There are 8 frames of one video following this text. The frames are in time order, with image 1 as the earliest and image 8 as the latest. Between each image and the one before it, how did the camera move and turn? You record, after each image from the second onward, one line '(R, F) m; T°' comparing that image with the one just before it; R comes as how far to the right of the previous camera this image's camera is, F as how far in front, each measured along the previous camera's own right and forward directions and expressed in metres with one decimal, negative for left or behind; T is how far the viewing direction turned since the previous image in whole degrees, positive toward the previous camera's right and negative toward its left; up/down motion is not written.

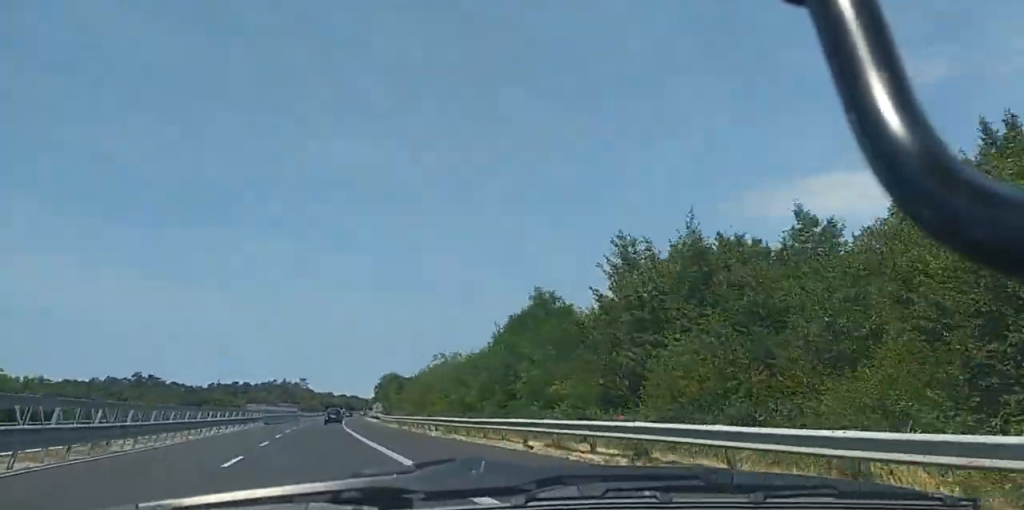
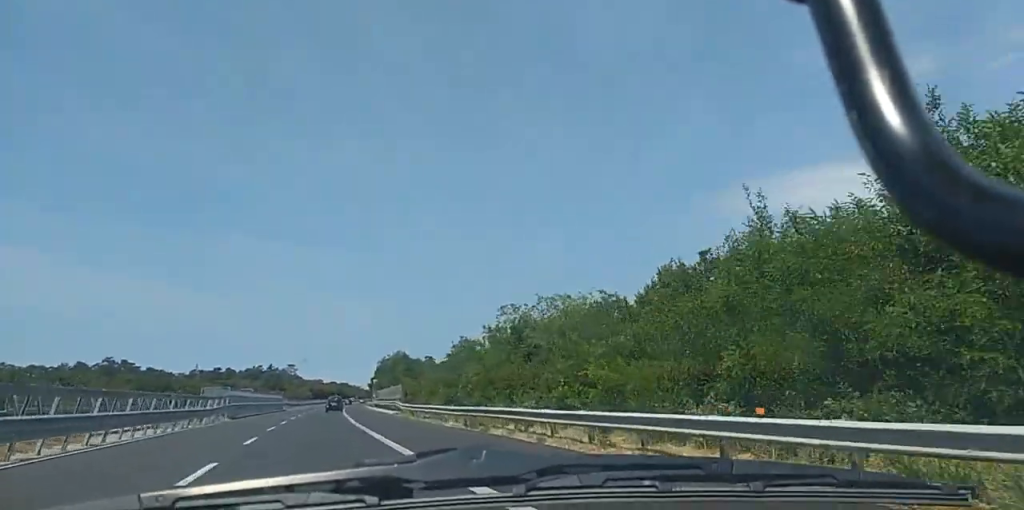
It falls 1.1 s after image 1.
(+0.6, +30.2) m; +3°
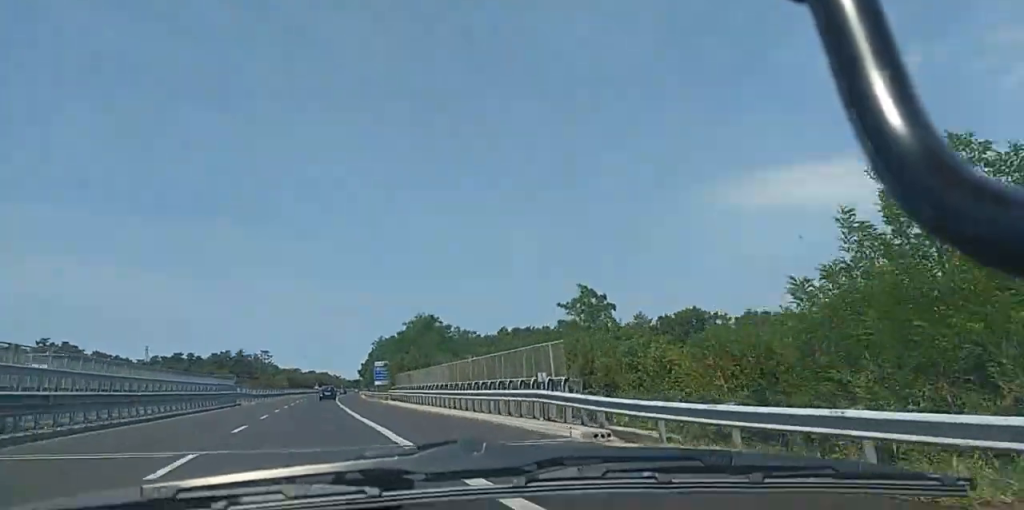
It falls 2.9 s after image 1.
(+0.1, +48.8) m; +1°
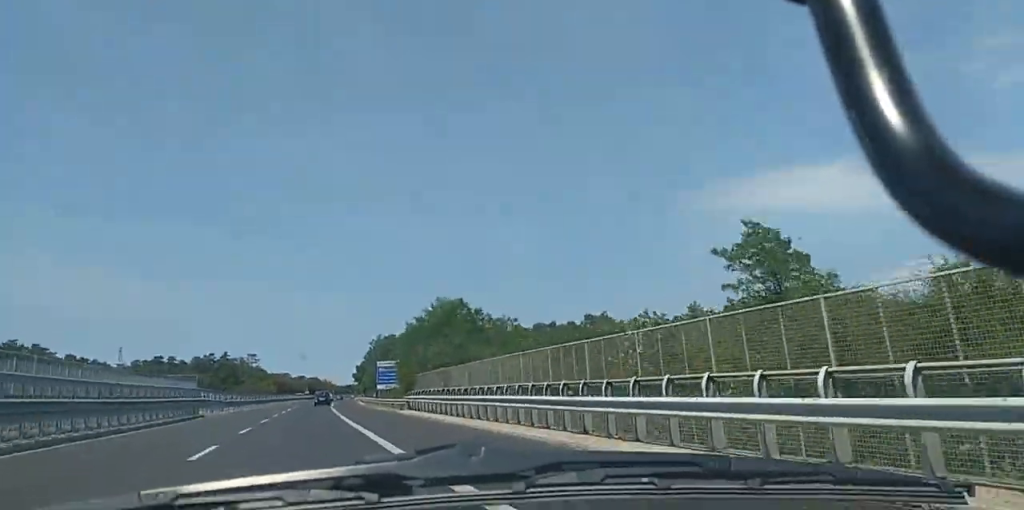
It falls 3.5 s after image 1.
(+0.4, +17.7) m; +1°
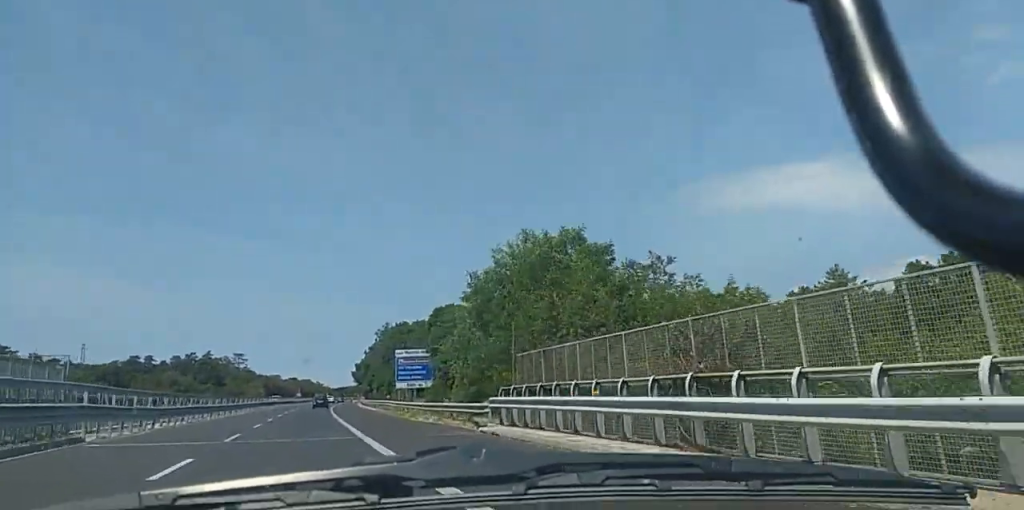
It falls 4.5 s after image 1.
(+0.4, +26.9) m; +1°
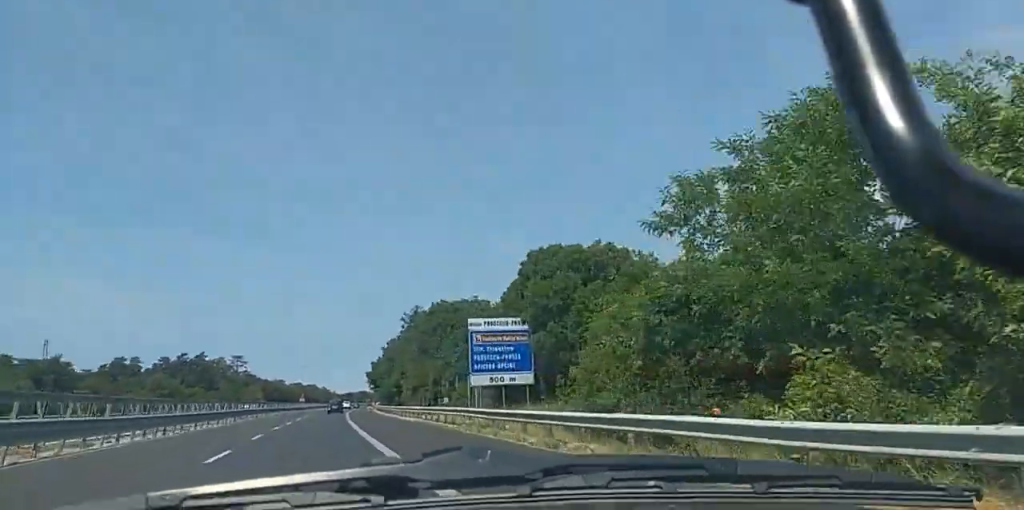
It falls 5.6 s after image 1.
(+0.1, +29.5) m; 0°
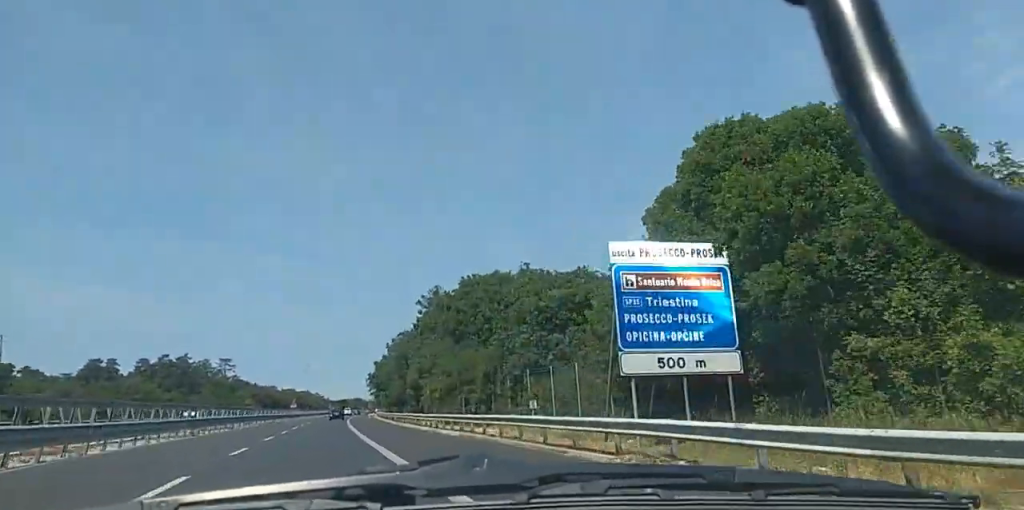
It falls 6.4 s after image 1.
(+0.1, +19.2) m; 0°
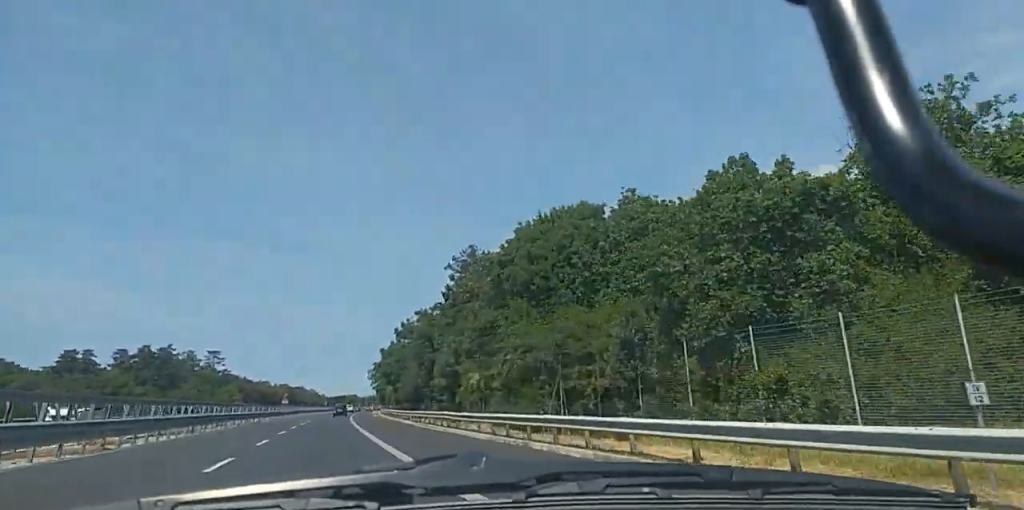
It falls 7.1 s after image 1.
(-0.5, +18.2) m; +1°
